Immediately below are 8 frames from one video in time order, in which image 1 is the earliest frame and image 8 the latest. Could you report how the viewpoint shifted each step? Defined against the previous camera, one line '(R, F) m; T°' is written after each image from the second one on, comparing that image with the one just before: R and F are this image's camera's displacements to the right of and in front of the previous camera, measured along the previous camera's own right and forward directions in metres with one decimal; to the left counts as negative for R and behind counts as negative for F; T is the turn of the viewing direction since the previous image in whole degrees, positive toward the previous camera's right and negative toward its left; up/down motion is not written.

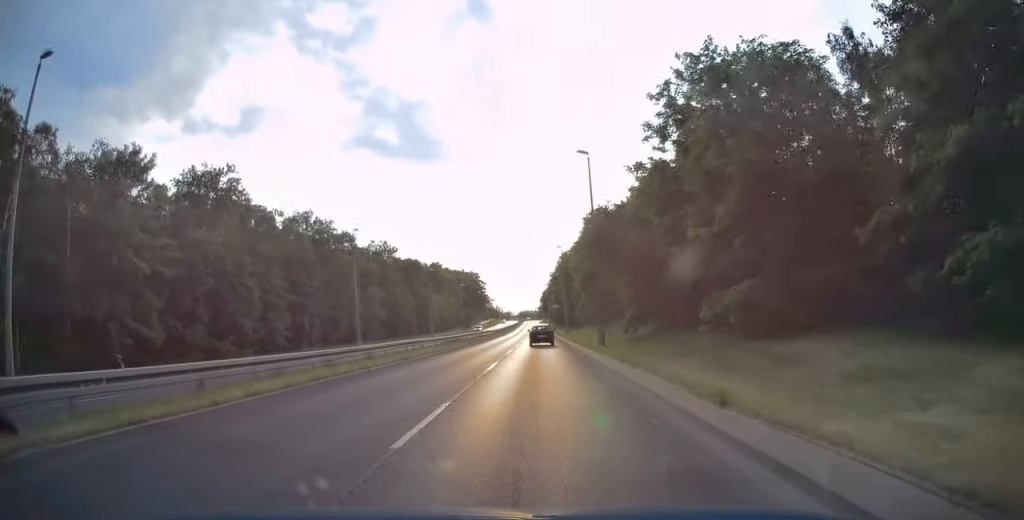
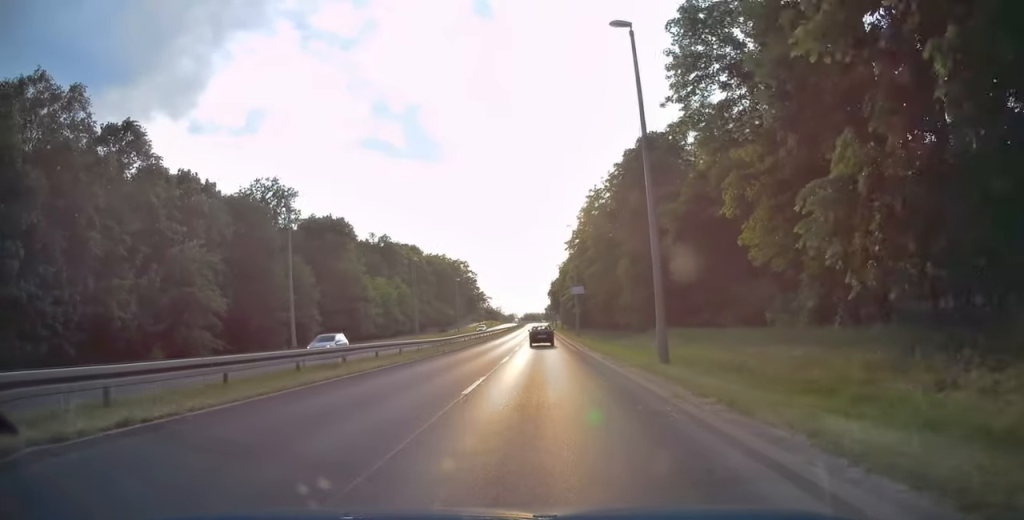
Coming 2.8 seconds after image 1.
(-0.8, +54.8) m; -1°
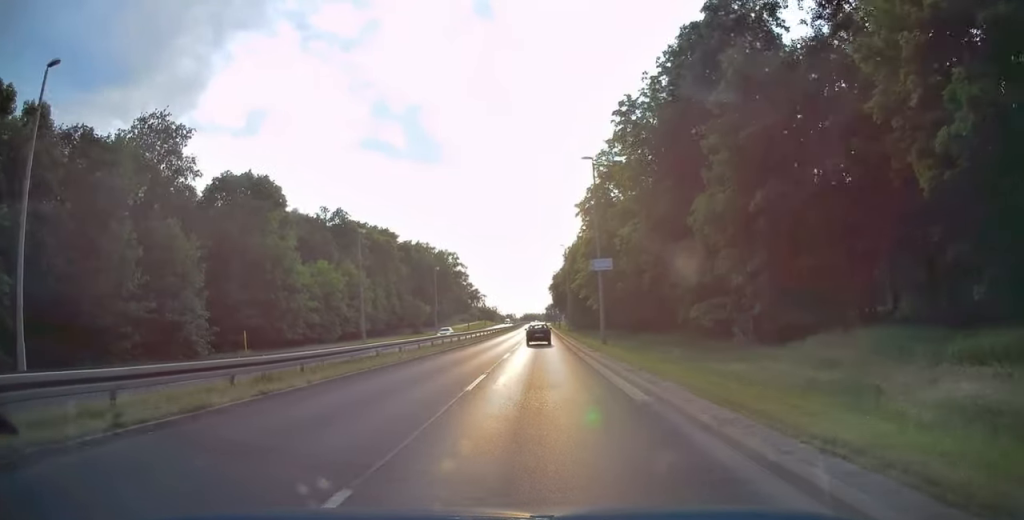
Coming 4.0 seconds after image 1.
(+0.5, +23.8) m; +1°
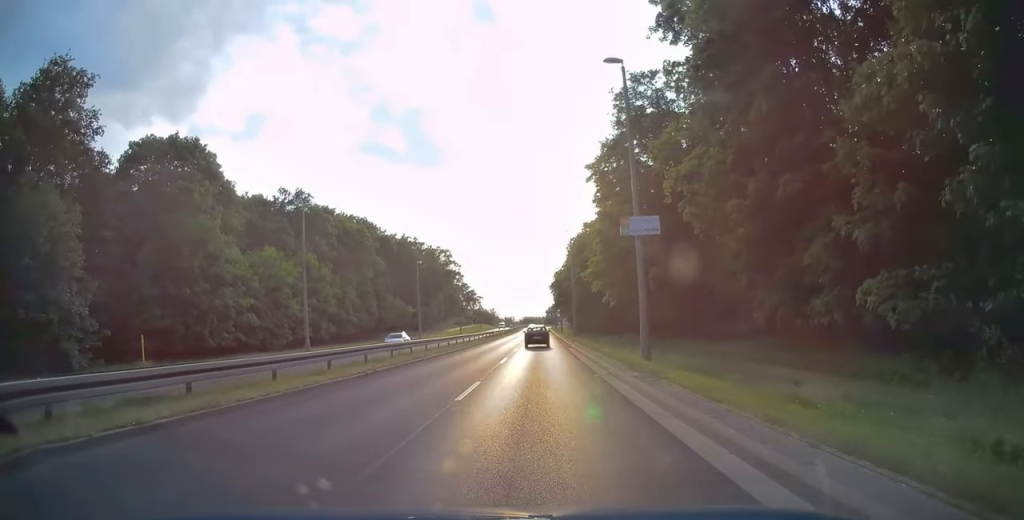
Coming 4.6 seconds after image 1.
(+0.1, +13.5) m; -1°
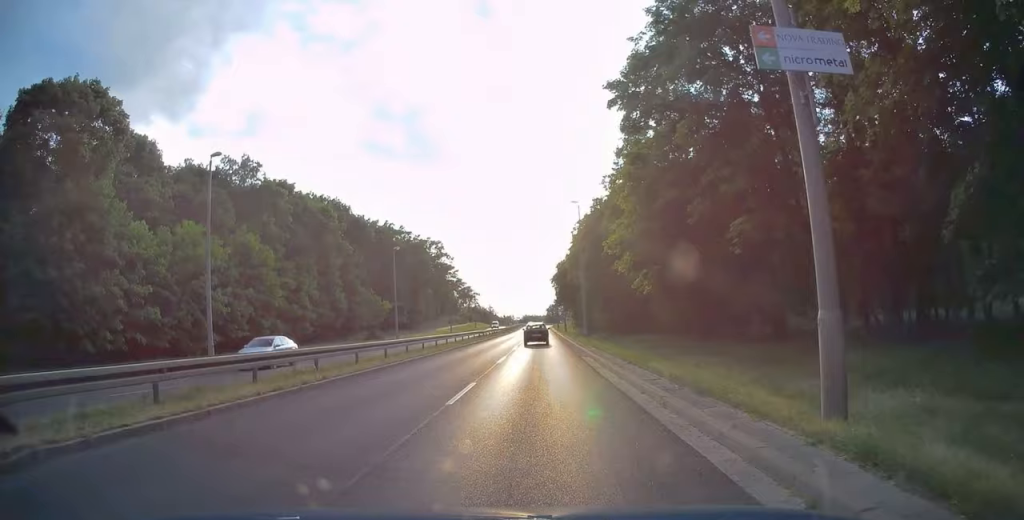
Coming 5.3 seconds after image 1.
(-0.2, +13.0) m; 0°
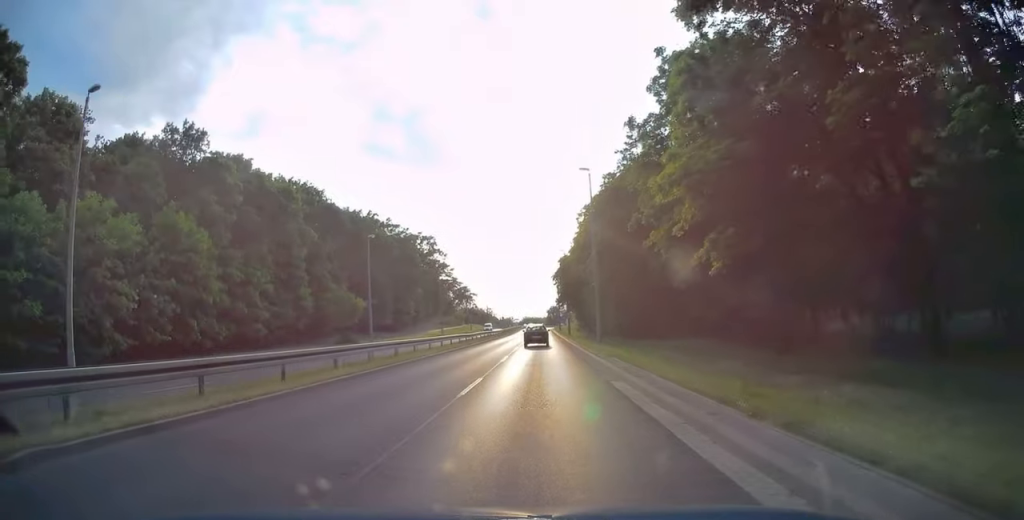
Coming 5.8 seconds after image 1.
(-0.1, +10.4) m; 0°
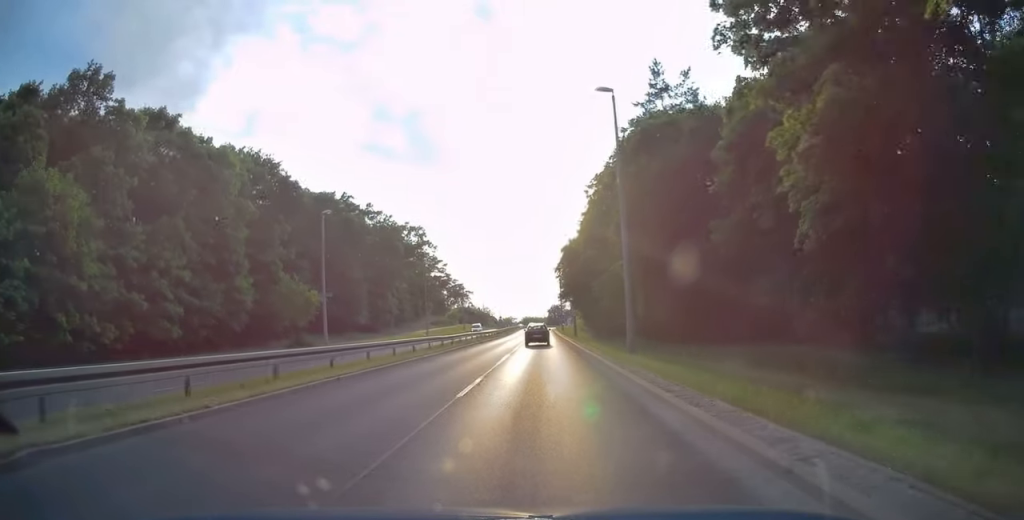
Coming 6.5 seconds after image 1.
(+0.3, +12.4) m; 0°
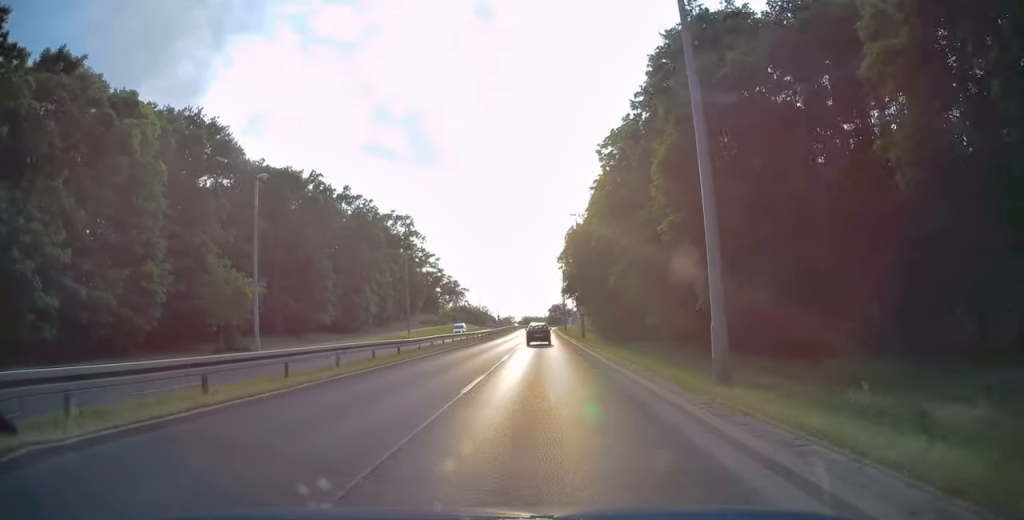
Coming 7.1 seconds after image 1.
(0.0, +11.3) m; 0°
